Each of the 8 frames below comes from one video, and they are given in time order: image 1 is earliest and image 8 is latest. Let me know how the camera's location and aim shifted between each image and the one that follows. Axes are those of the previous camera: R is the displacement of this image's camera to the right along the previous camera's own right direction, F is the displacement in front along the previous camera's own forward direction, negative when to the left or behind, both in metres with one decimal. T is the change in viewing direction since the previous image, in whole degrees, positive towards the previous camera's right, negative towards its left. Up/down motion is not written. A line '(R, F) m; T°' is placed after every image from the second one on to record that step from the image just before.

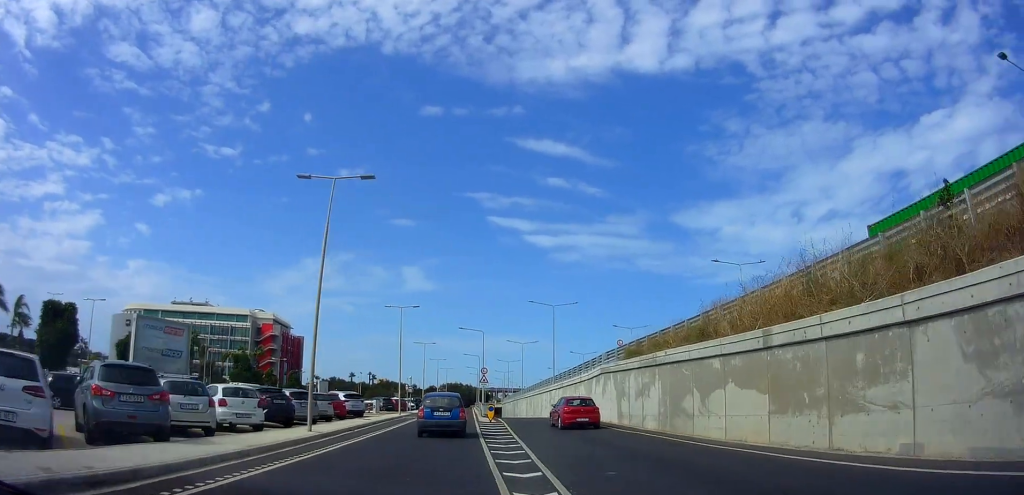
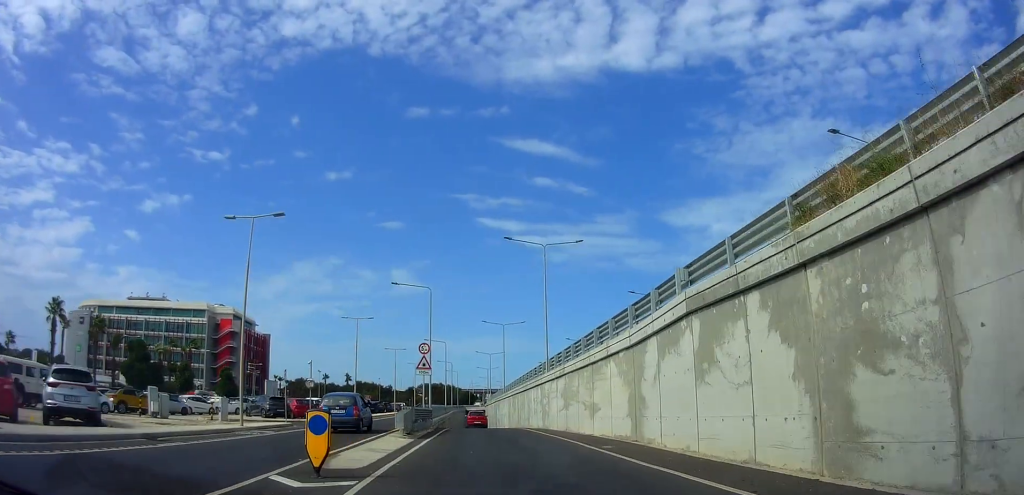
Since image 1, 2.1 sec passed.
(+1.5, +24.1) m; +1°
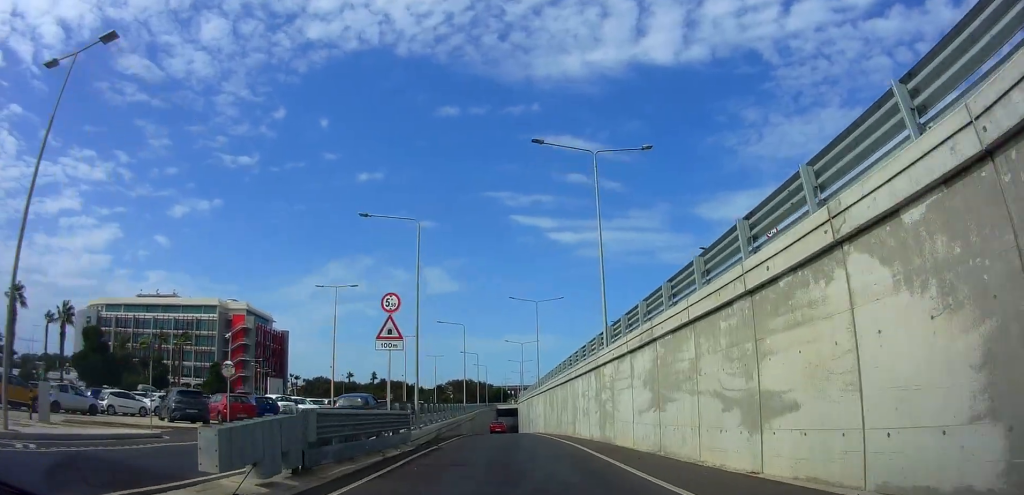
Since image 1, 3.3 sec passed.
(-0.8, +14.2) m; -4°
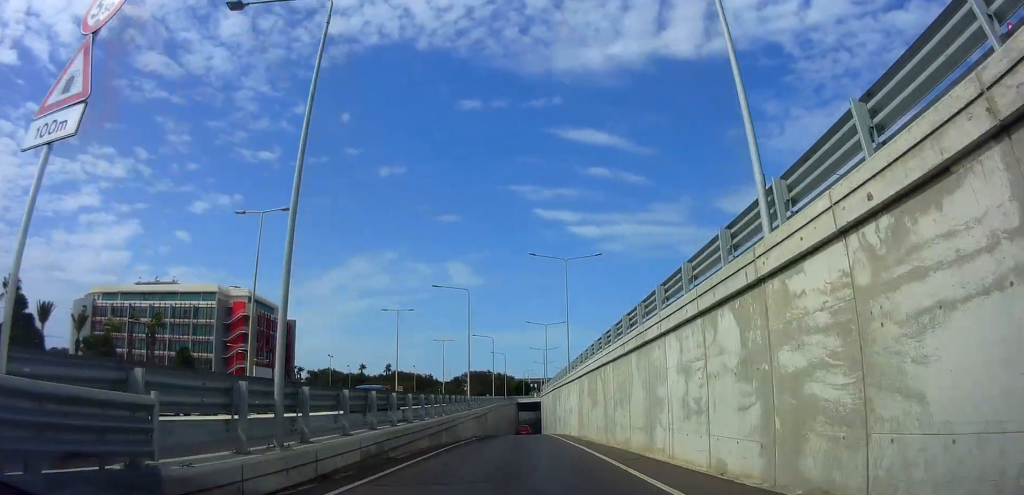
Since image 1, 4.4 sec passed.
(-0.2, +13.9) m; -1°
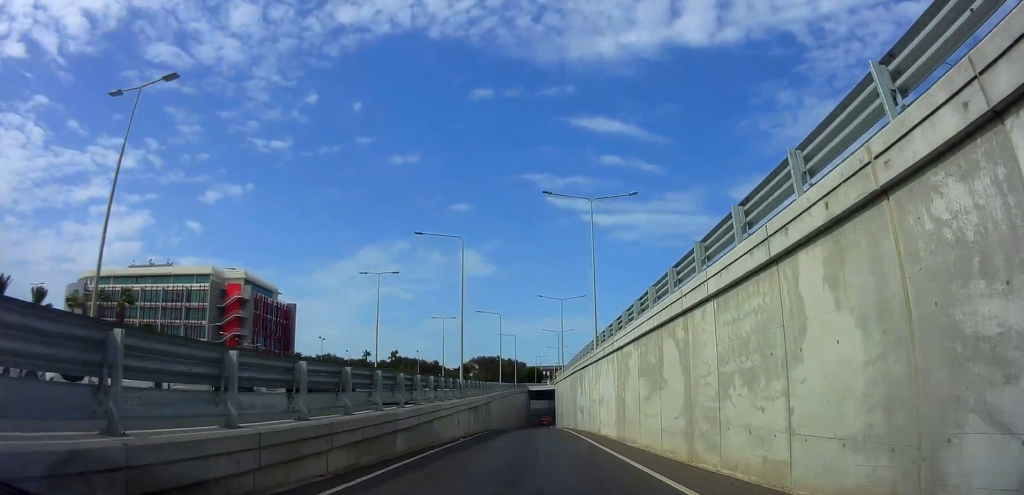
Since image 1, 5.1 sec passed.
(0.0, +10.0) m; 0°
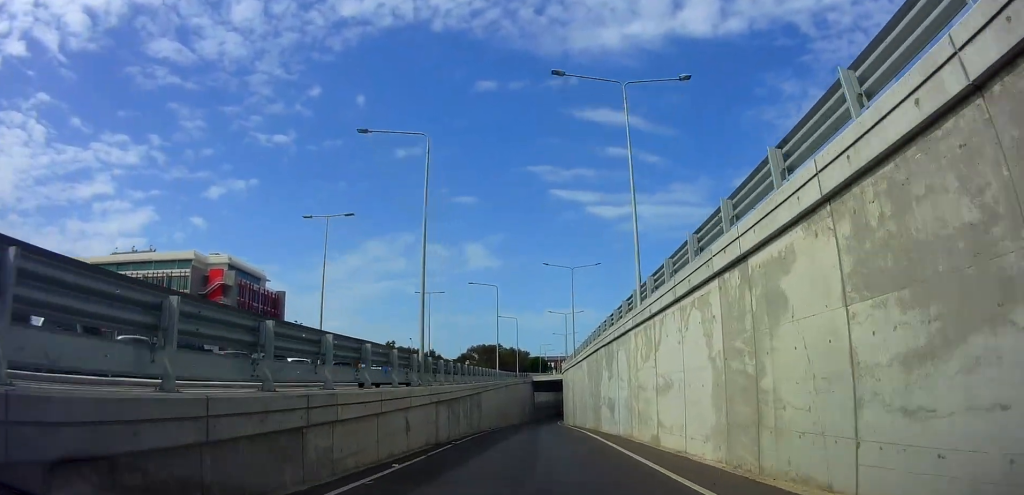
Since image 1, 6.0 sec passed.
(0.0, +11.1) m; -1°
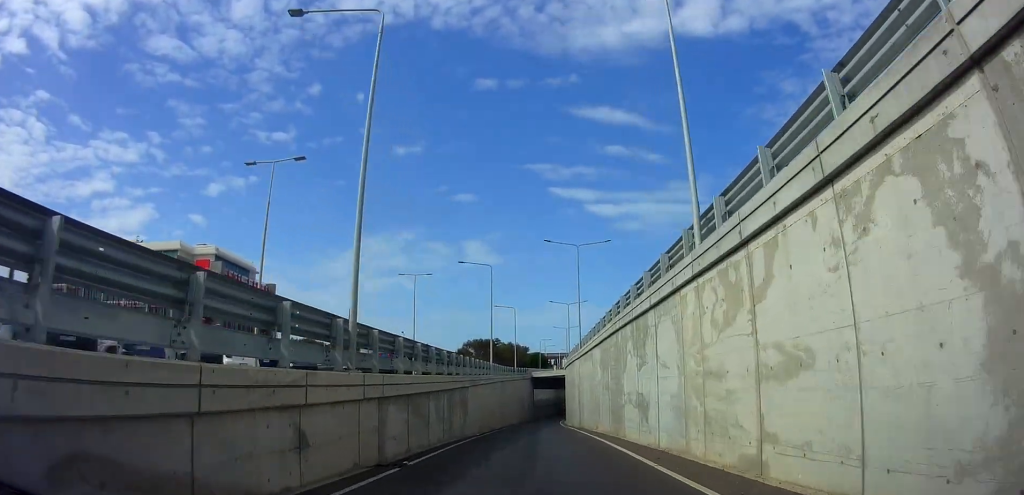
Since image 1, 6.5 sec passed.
(+0.1, +6.8) m; -1°
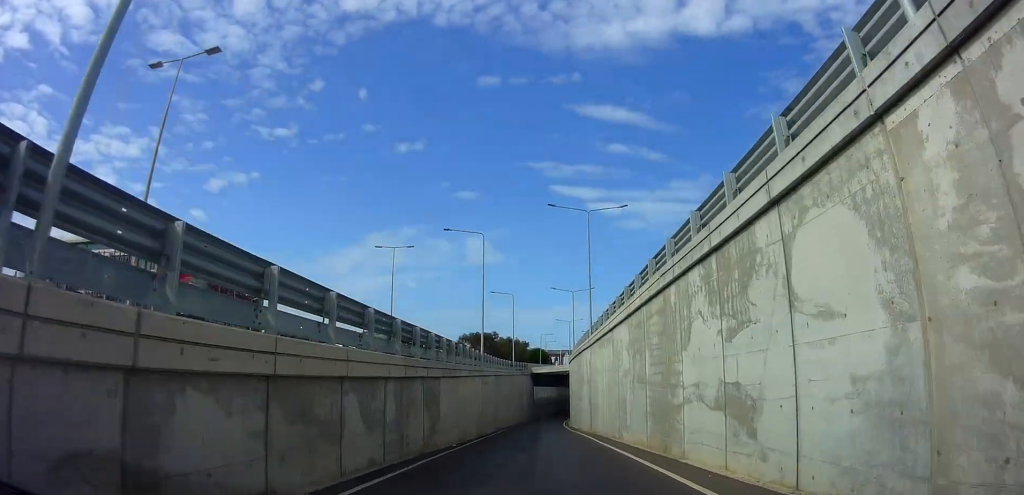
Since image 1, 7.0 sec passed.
(-0.2, +7.9) m; 0°
